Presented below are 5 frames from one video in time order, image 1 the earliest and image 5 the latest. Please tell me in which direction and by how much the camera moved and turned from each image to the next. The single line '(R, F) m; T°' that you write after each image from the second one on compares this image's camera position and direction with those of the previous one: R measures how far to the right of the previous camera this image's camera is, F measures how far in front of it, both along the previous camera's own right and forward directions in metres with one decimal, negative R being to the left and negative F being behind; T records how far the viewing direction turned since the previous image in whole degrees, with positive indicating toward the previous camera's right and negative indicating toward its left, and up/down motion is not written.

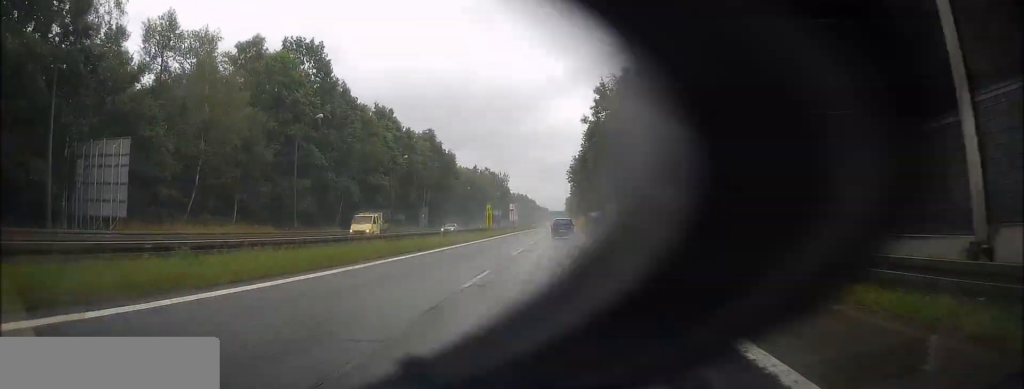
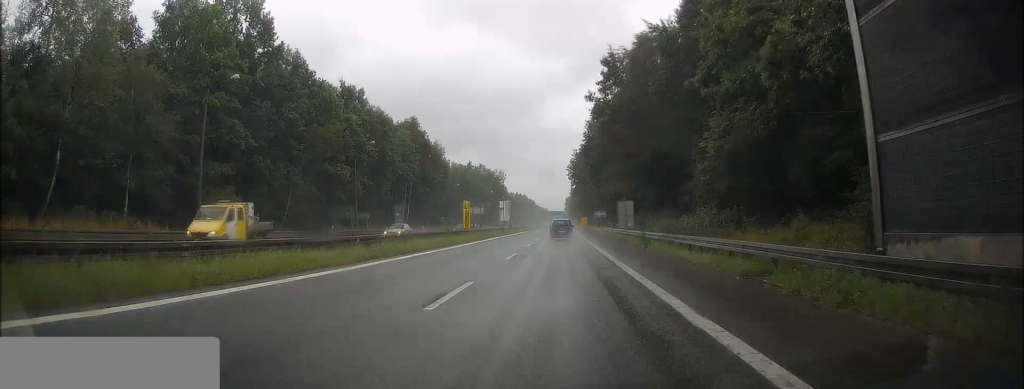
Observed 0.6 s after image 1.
(0.0, +14.7) m; 0°
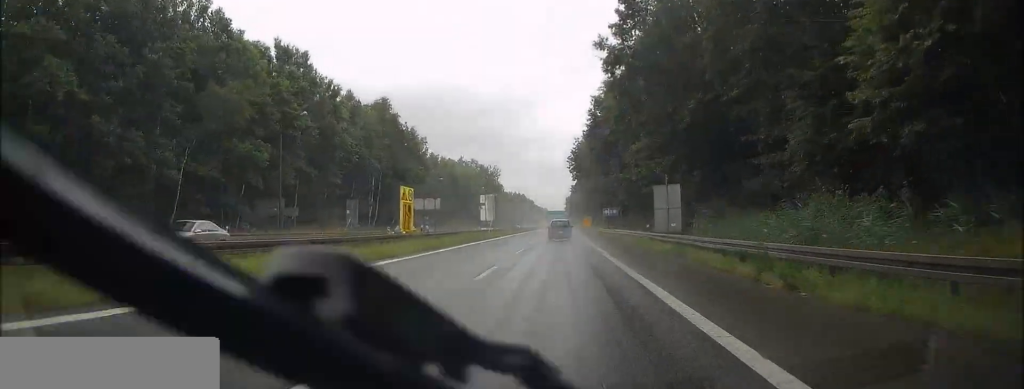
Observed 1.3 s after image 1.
(0.0, +19.0) m; 0°
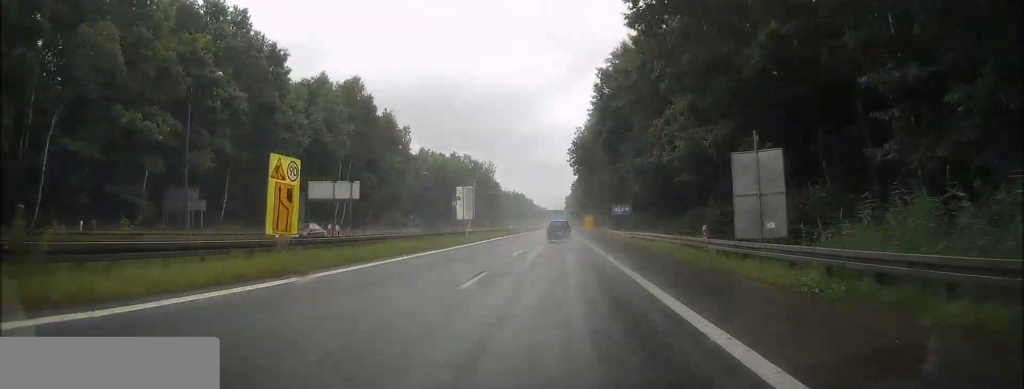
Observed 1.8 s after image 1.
(-0.1, +13.8) m; 0°
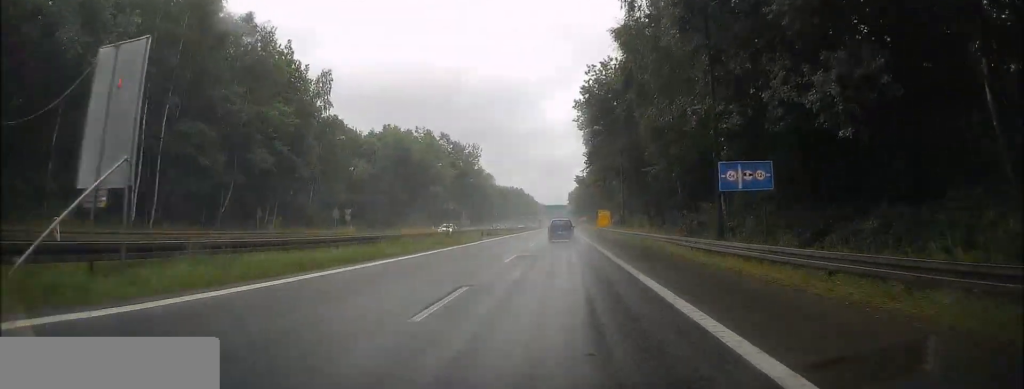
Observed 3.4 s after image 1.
(+0.1, +39.7) m; 0°
